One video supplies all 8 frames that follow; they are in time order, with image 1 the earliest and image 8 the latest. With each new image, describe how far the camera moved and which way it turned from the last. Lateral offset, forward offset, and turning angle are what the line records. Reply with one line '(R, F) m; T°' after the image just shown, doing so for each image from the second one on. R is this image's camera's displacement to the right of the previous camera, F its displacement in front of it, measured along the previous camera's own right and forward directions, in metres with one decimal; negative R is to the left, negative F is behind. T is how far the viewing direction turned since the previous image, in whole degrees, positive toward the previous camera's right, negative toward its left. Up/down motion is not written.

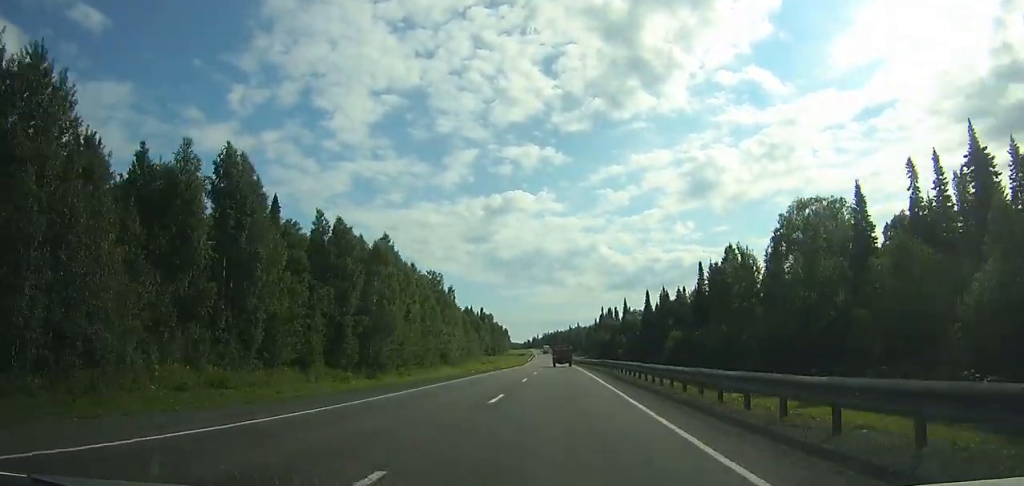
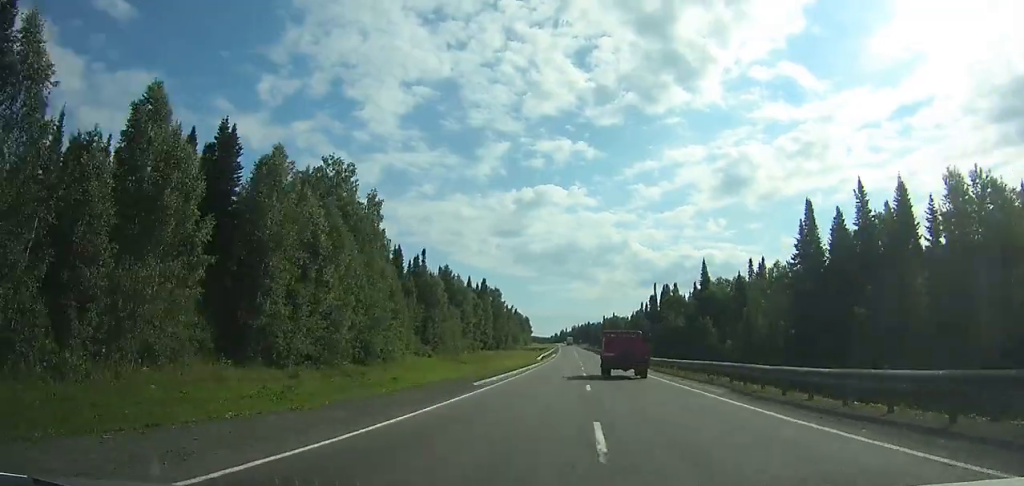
(-1.4, +91.5) m; -1°
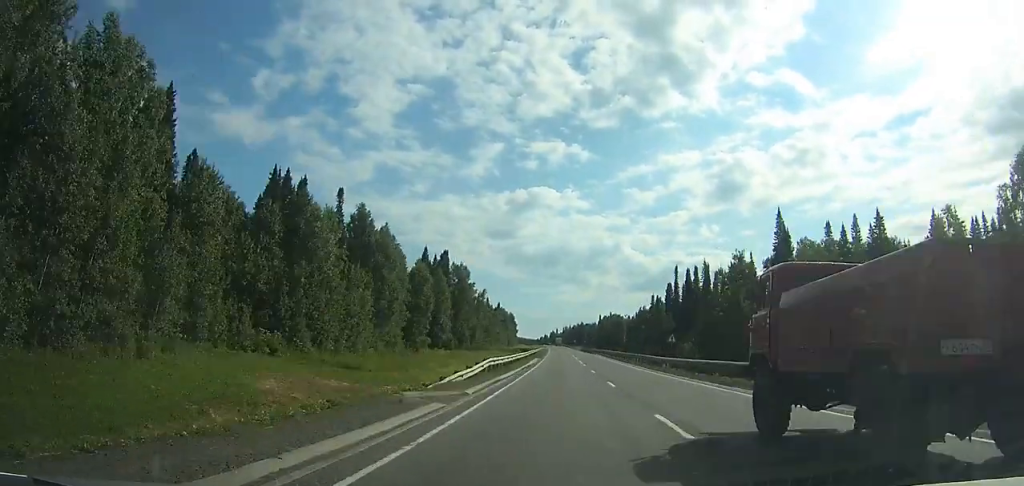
(-0.7, +57.0) m; 0°
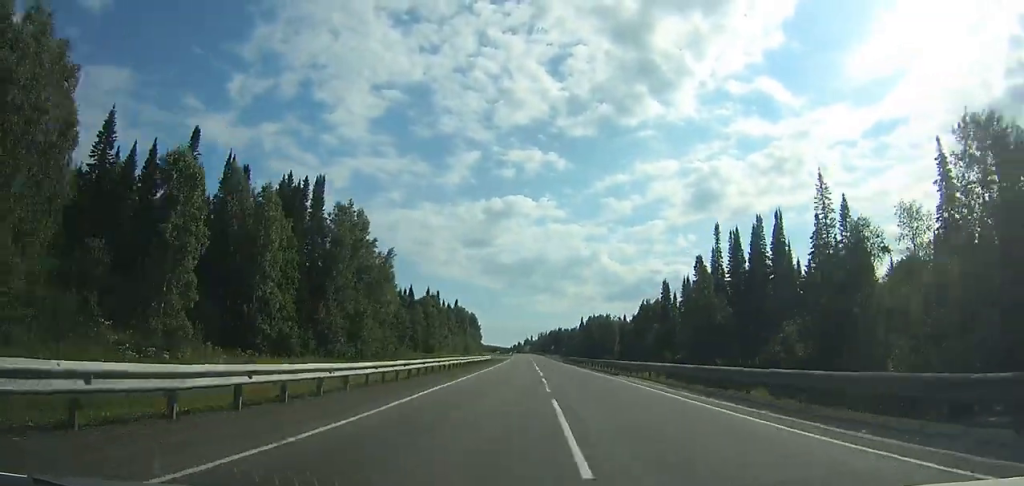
(+1.1, +68.2) m; +1°
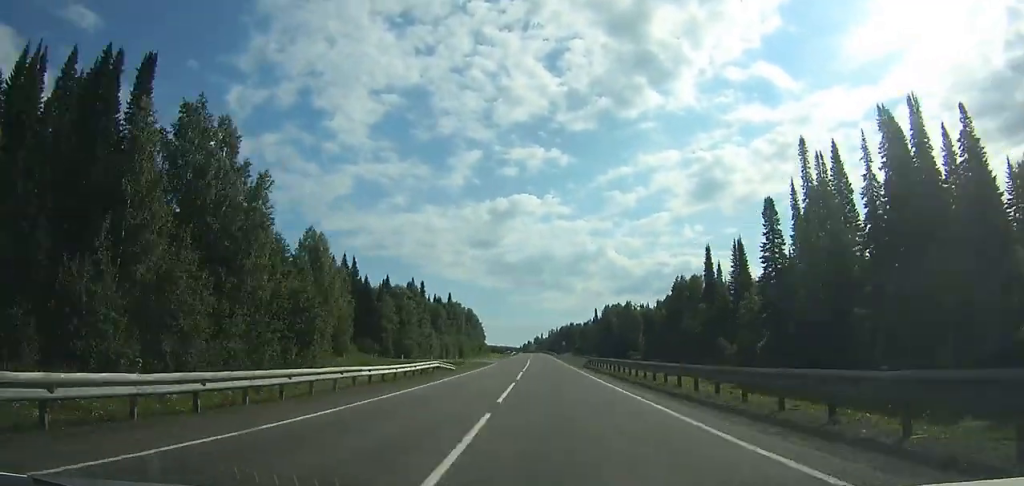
(+0.1, +39.4) m; 0°
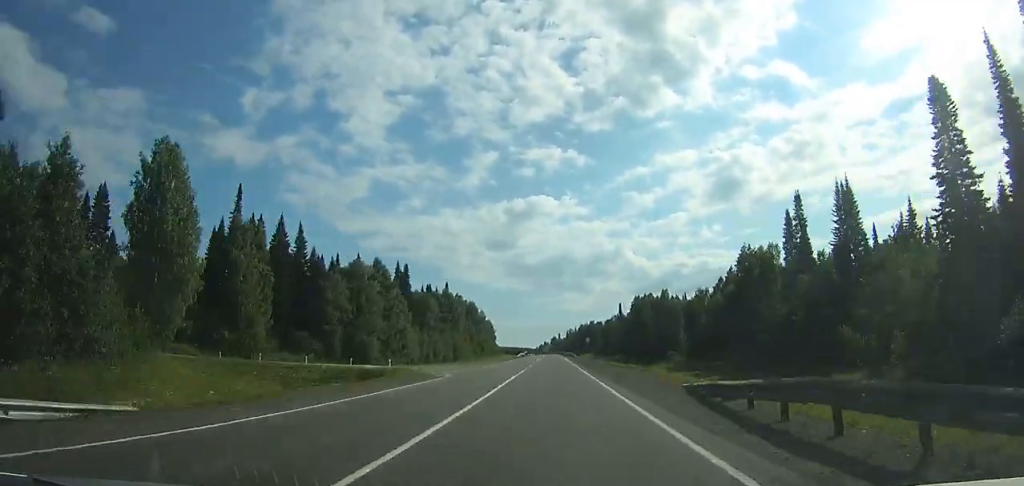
(+0.3, +39.6) m; -1°
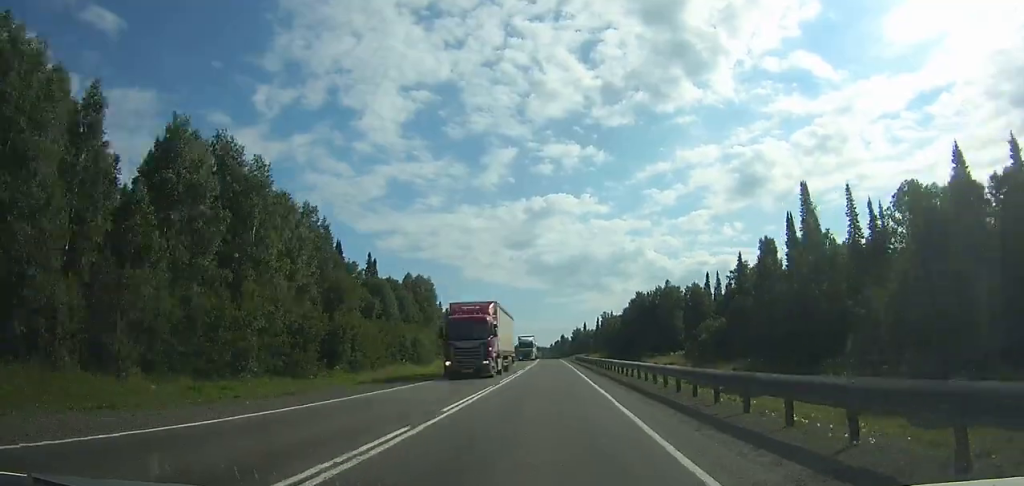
(-6.5, +201.5) m; -3°
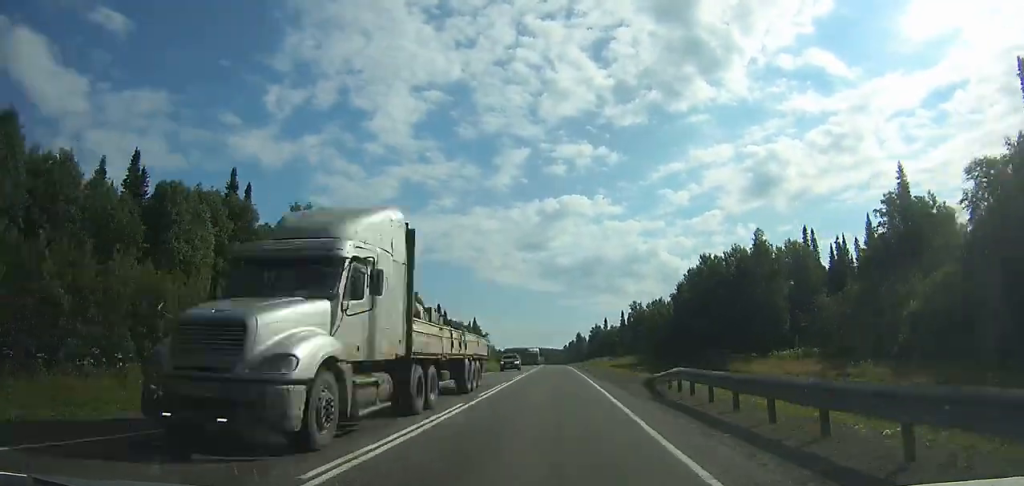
(-0.6, +66.6) m; -1°
